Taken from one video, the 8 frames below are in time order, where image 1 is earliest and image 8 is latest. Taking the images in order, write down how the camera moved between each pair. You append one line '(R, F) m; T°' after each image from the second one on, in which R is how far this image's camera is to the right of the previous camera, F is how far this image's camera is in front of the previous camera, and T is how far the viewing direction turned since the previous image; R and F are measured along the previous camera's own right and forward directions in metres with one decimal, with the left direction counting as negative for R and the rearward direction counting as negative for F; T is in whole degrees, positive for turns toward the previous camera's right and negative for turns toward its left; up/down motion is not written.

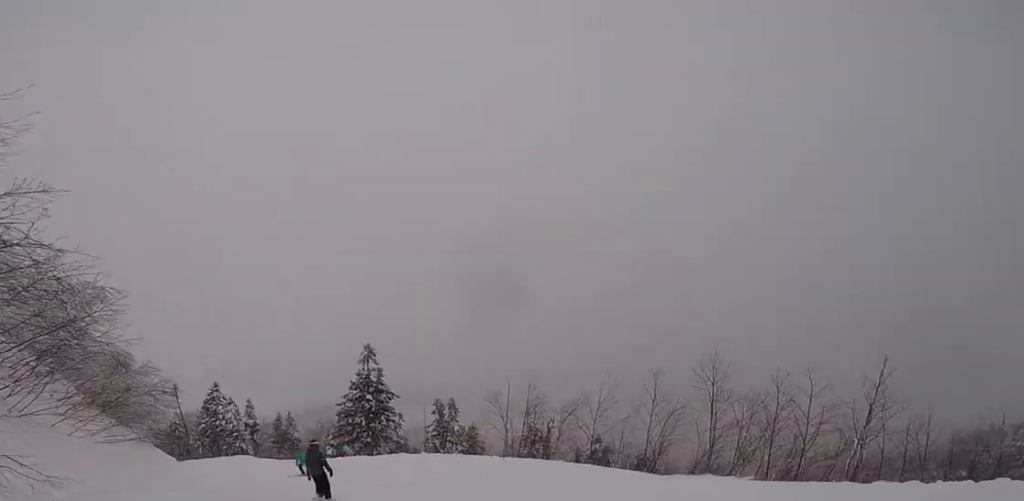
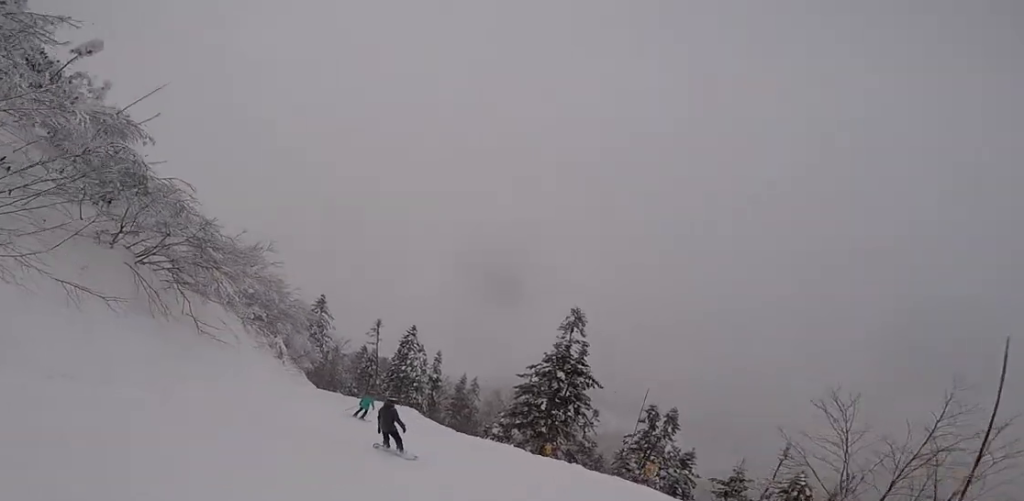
(-0.7, +6.3) m; -20°
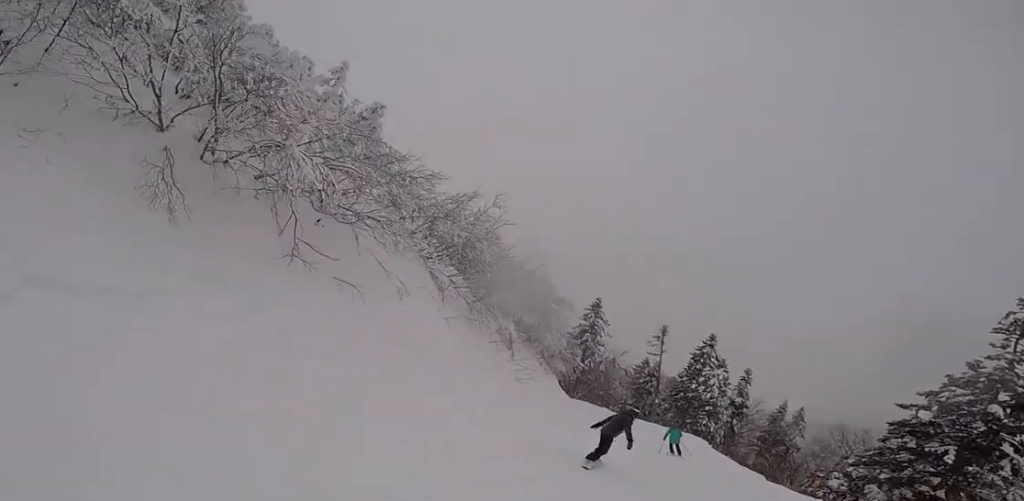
(-1.1, +4.7) m; -21°
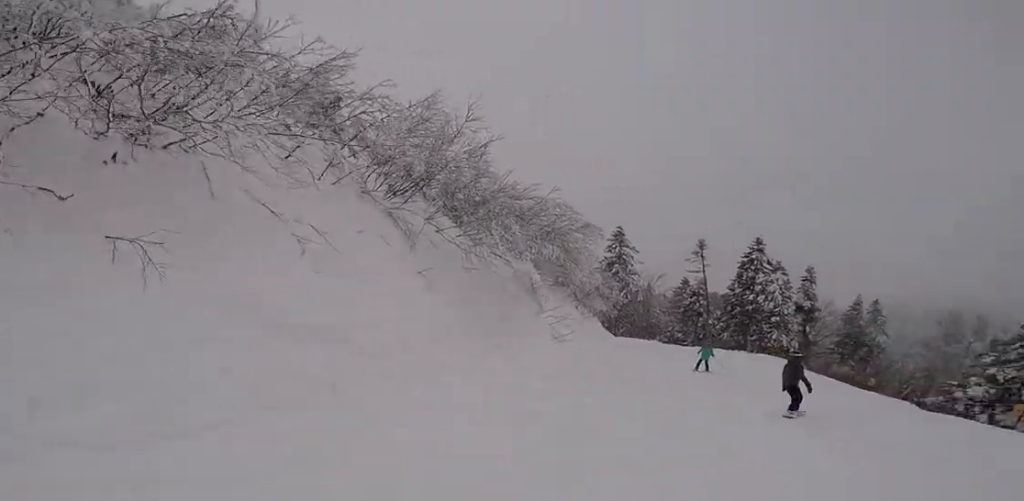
(-0.5, +4.7) m; -1°
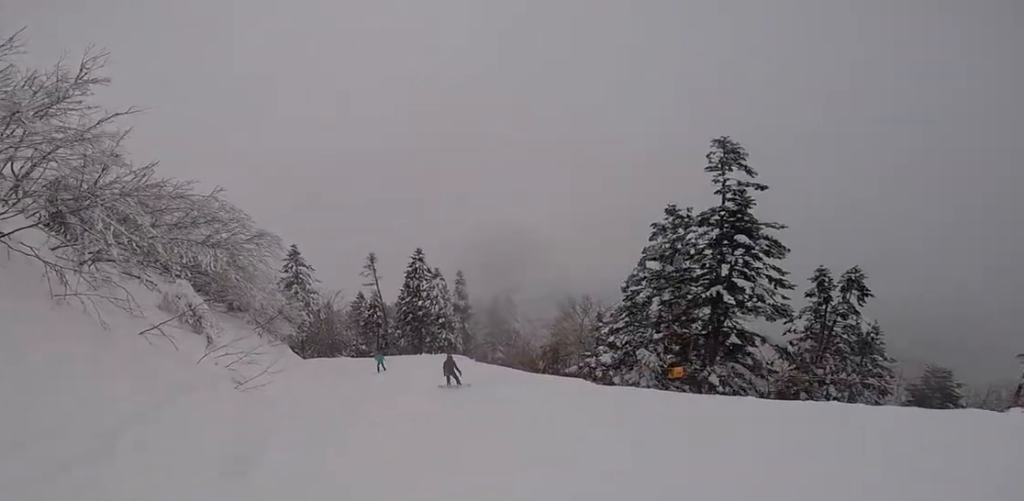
(+1.2, +4.2) m; +28°
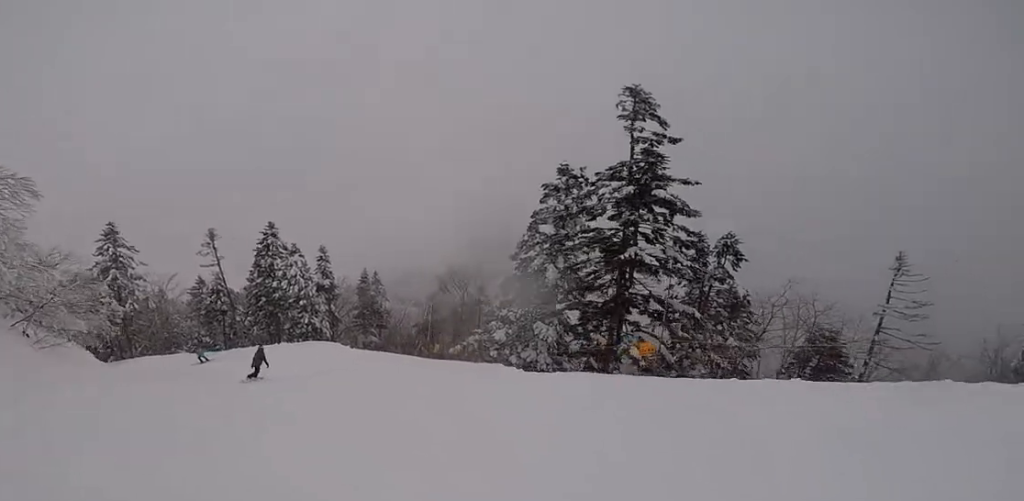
(+0.6, +4.8) m; +2°
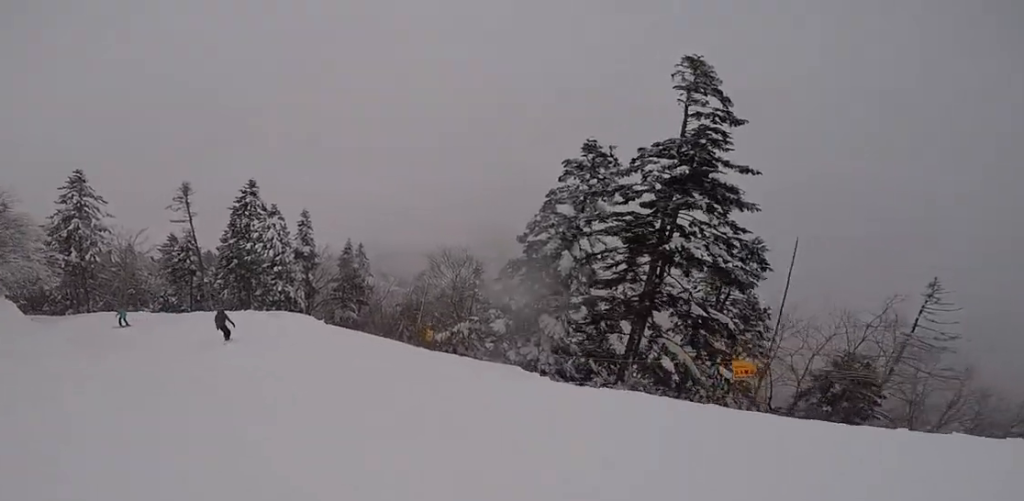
(-0.2, +2.6) m; -4°
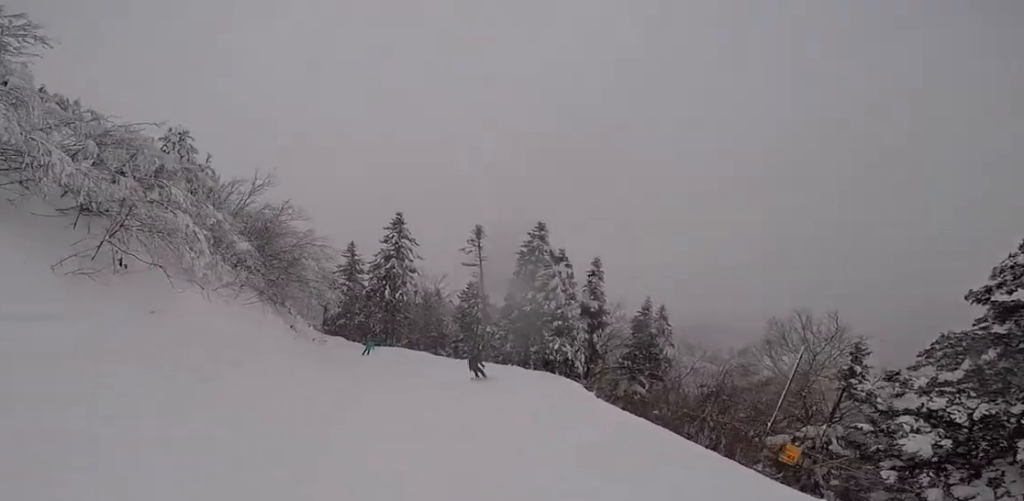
(0.0, +4.3) m; -11°
